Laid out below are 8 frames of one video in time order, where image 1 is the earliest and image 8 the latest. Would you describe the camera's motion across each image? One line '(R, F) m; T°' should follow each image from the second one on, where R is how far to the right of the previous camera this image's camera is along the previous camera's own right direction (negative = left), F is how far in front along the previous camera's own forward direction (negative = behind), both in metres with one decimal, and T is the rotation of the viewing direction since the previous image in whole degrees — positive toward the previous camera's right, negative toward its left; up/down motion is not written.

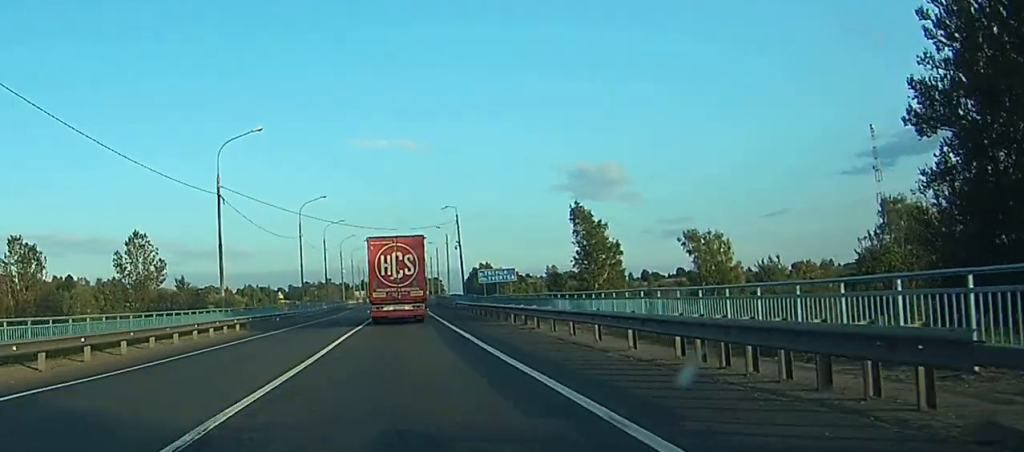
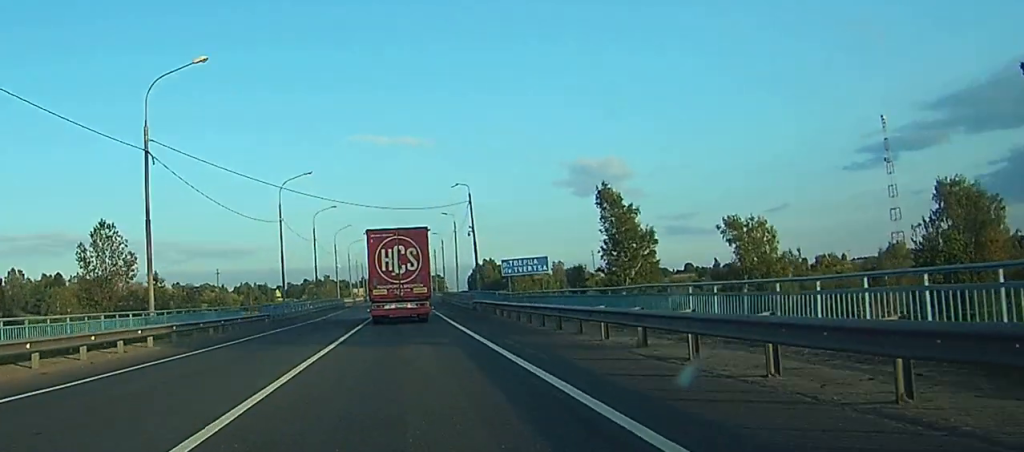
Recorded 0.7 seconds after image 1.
(0.0, +14.5) m; 0°
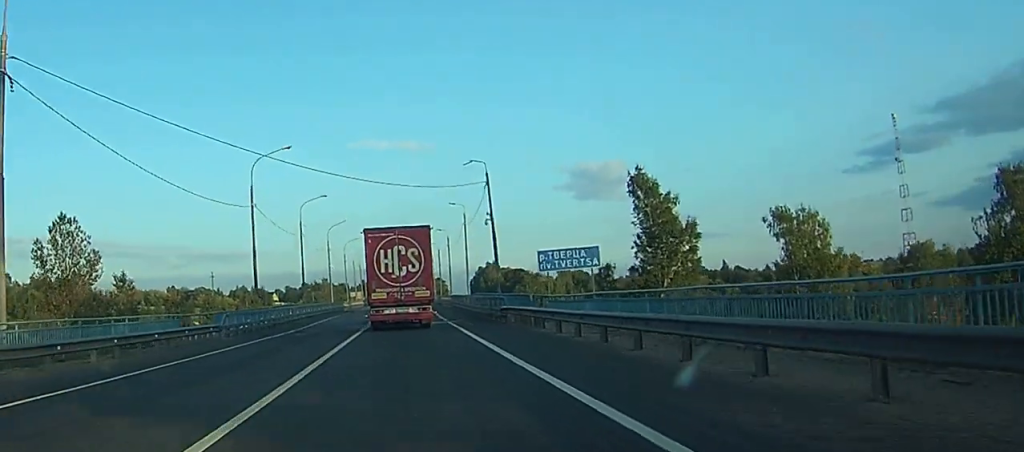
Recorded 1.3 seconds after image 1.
(0.0, +12.8) m; 0°
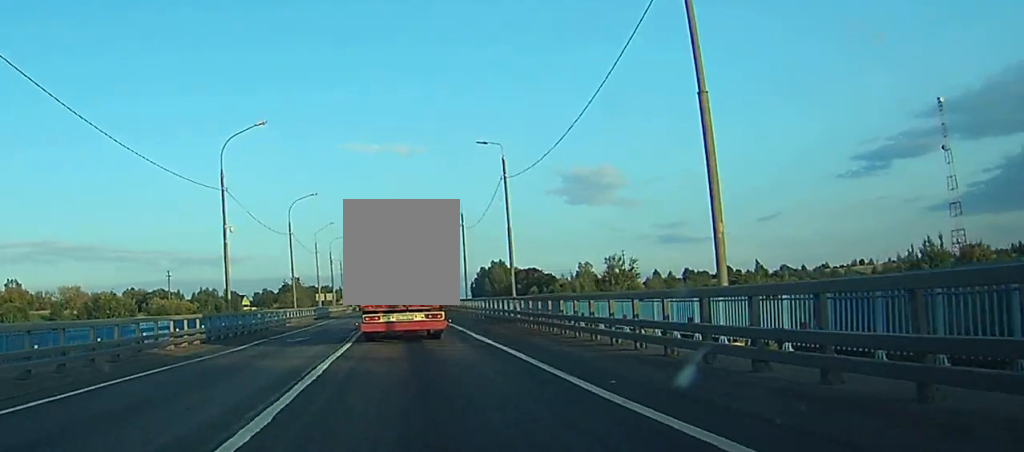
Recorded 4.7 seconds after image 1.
(+0.4, +67.4) m; +1°
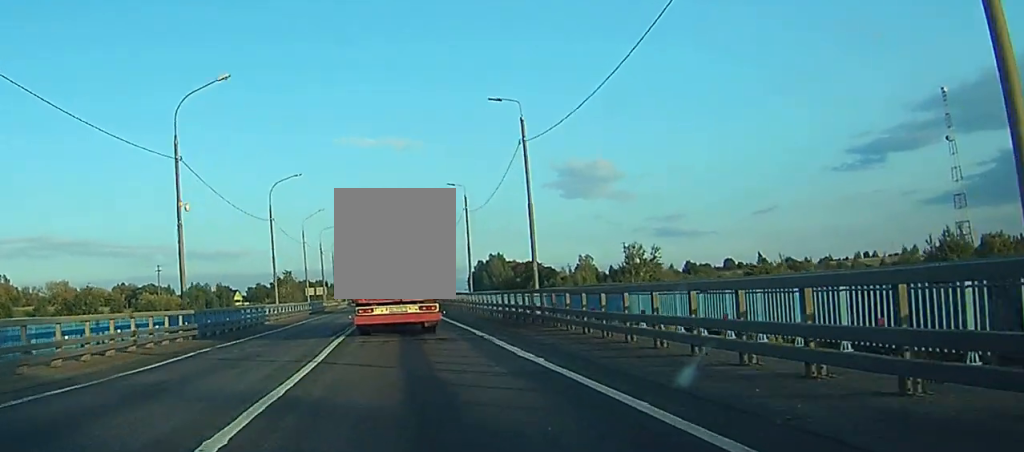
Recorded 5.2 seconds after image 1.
(0.0, +11.4) m; 0°
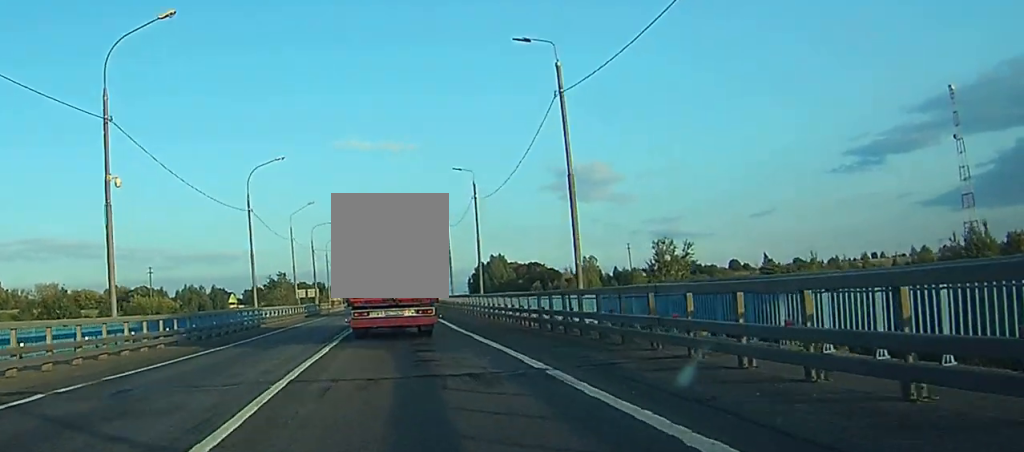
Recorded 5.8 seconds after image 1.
(0.0, +12.0) m; 0°
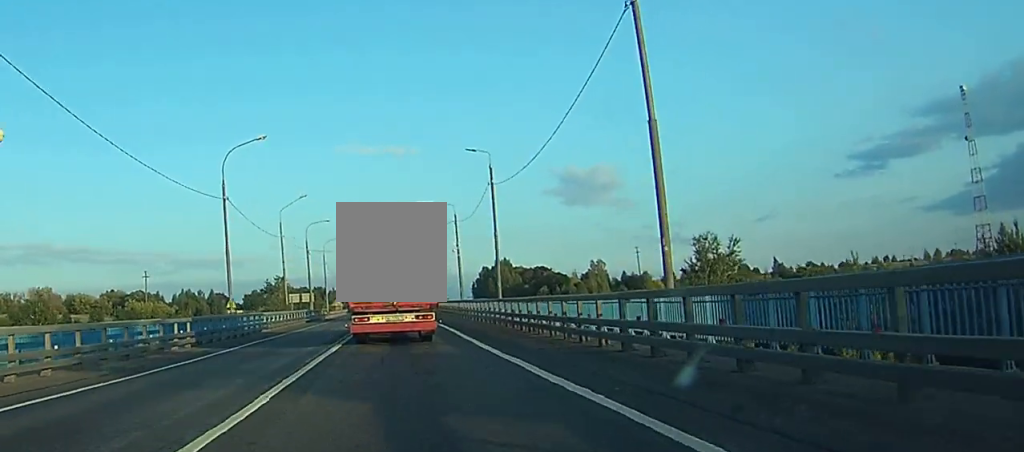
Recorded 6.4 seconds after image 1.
(0.0, +11.0) m; 0°
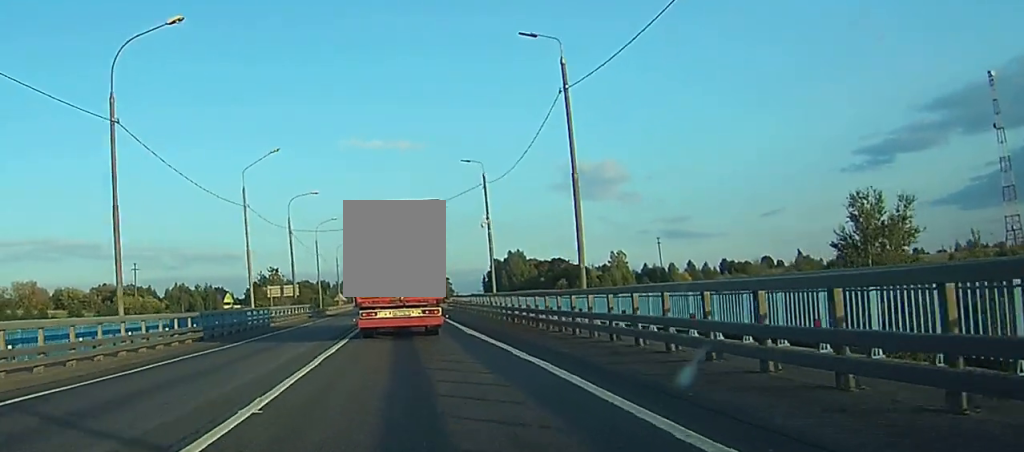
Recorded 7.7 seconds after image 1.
(0.0, +23.7) m; 0°
